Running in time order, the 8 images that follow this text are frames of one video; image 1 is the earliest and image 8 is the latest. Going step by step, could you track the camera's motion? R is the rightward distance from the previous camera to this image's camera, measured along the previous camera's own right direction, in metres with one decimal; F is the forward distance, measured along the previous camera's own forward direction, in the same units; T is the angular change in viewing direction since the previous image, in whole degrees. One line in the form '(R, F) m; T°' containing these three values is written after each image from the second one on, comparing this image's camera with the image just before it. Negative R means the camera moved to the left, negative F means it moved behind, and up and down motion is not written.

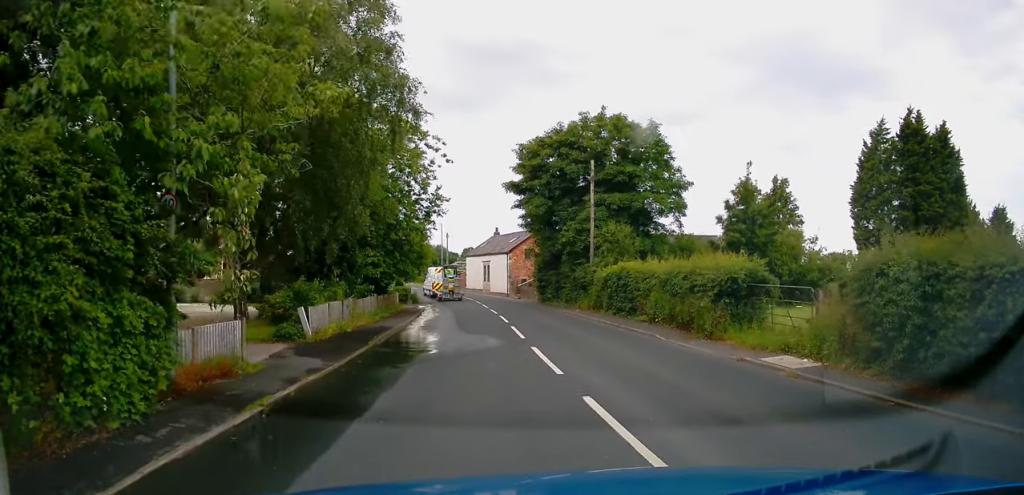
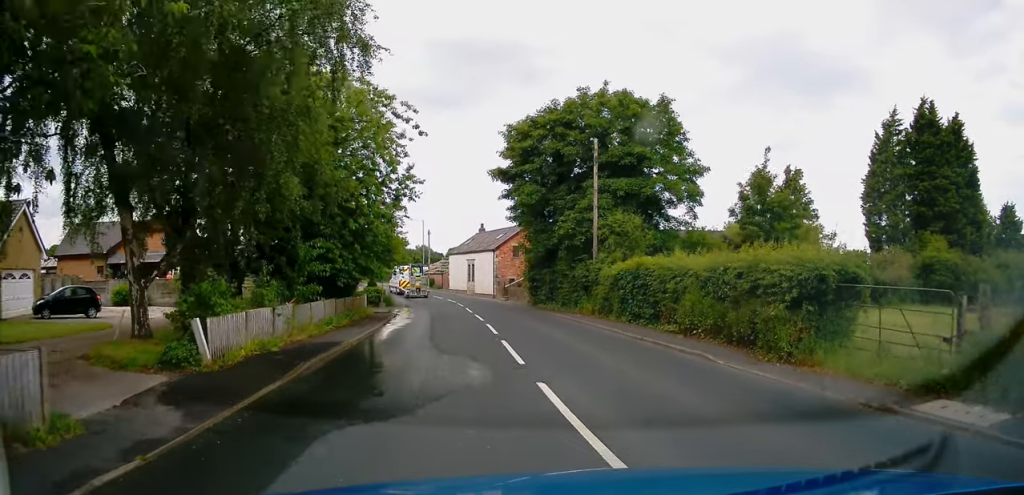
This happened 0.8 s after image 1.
(0.0, +4.7) m; +2°
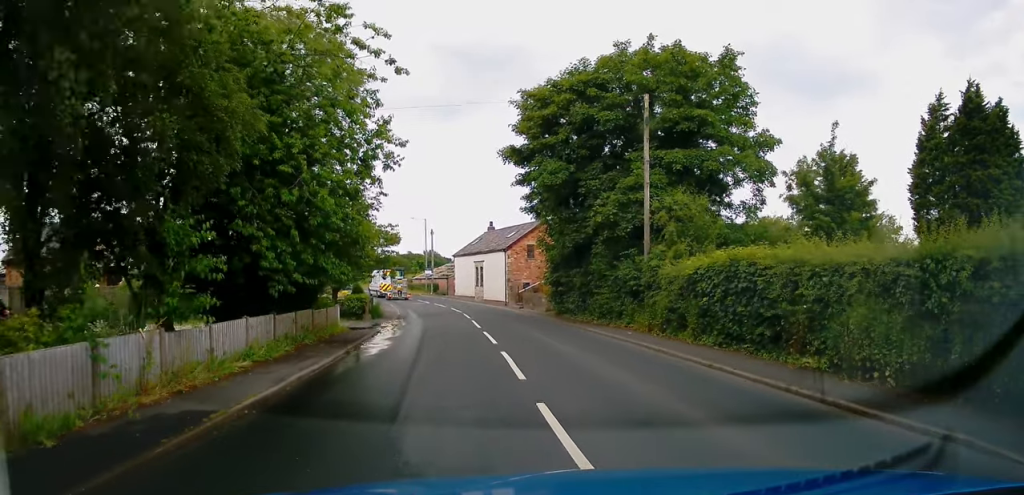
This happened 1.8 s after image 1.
(+0.2, +7.0) m; 0°
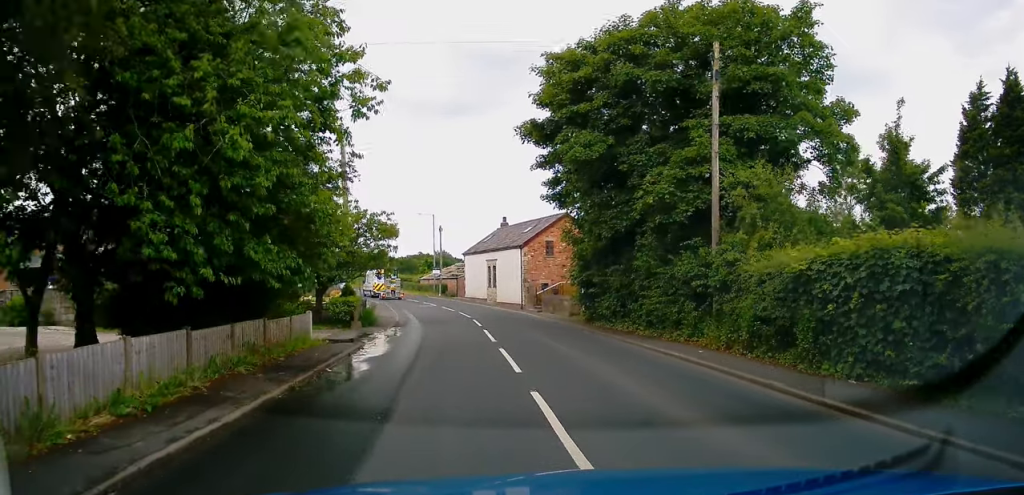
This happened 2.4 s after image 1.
(-0.1, +5.0) m; -2°
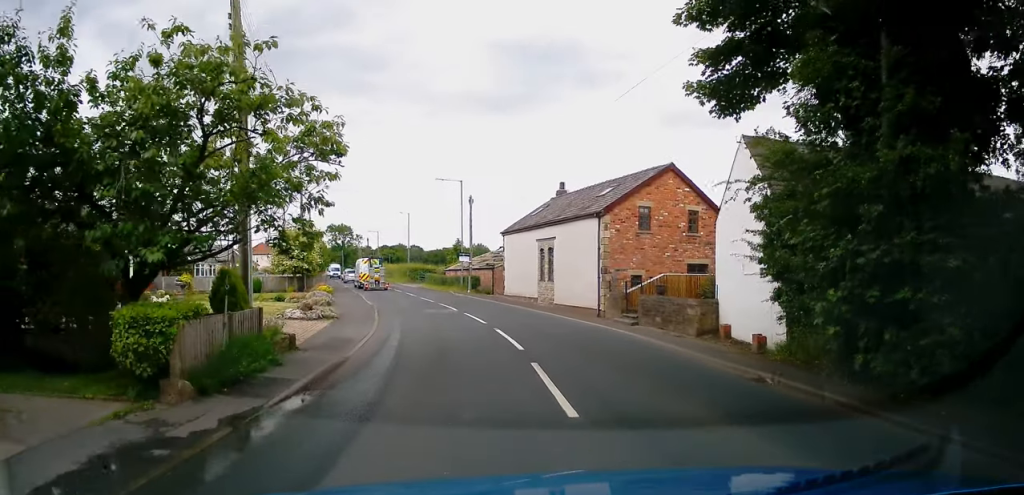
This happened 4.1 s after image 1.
(-0.7, +15.7) m; -5°
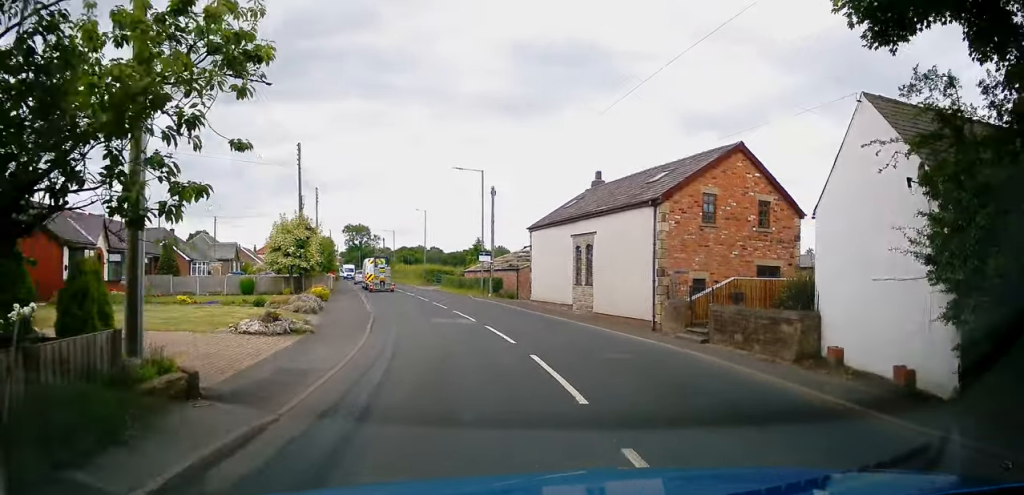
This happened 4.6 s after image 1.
(-0.1, +5.2) m; -1°
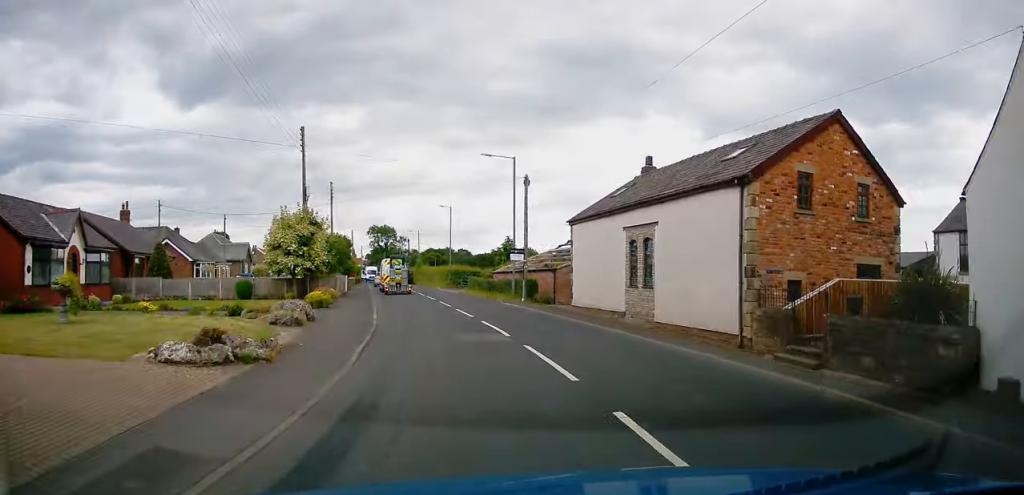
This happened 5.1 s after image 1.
(0.0, +4.9) m; -2°
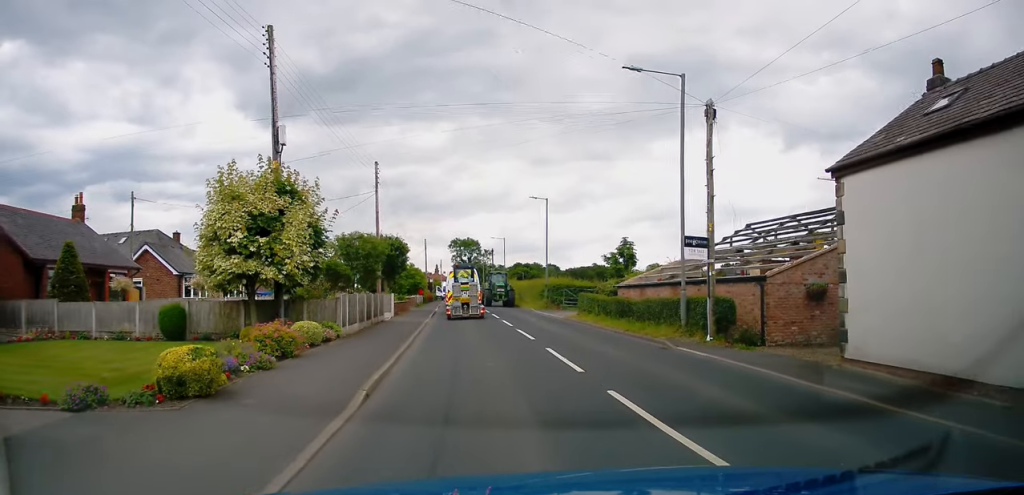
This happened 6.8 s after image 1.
(-1.1, +15.7) m; -9°
